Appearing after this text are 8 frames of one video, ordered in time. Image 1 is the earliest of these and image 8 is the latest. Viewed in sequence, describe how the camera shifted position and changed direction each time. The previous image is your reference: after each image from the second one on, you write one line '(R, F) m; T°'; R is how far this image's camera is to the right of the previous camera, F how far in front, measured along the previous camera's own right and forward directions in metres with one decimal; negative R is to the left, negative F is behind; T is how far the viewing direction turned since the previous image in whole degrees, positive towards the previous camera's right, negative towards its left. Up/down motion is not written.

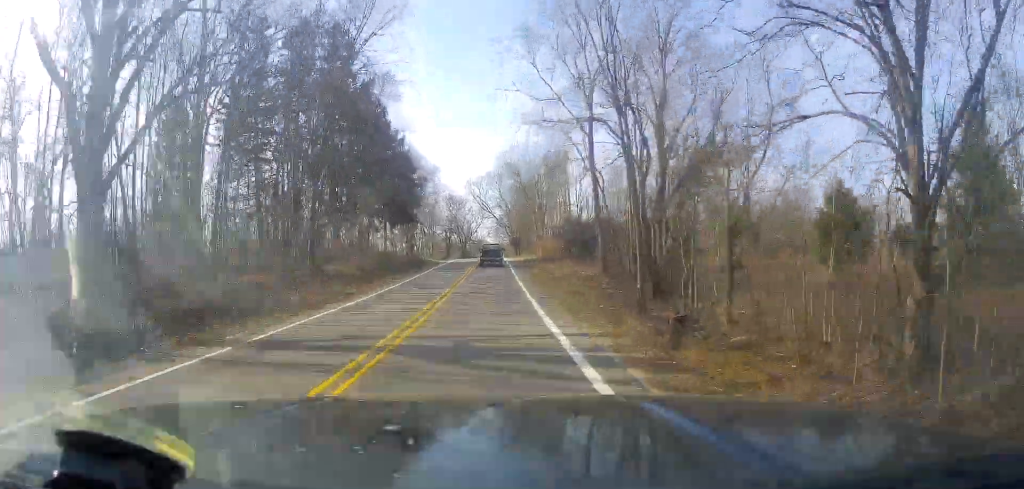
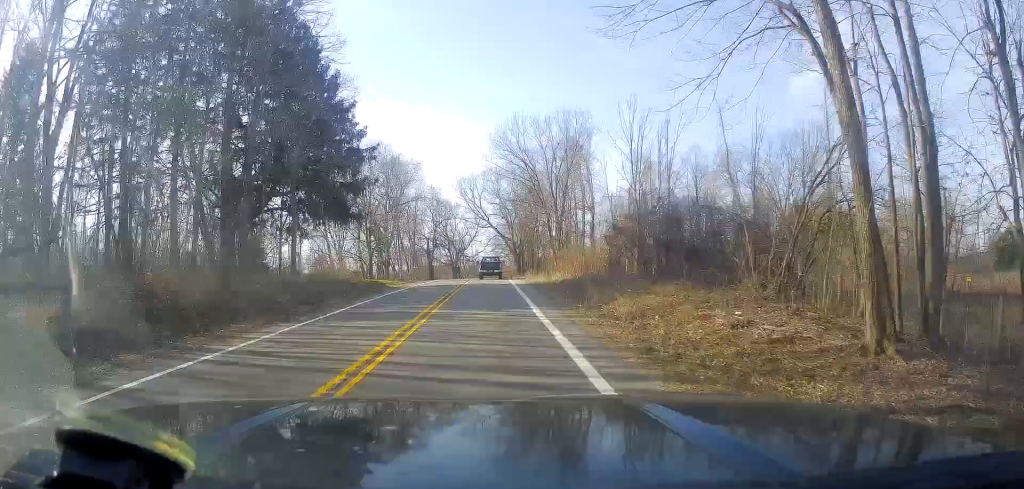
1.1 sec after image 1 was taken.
(-0.1, +28.0) m; +1°
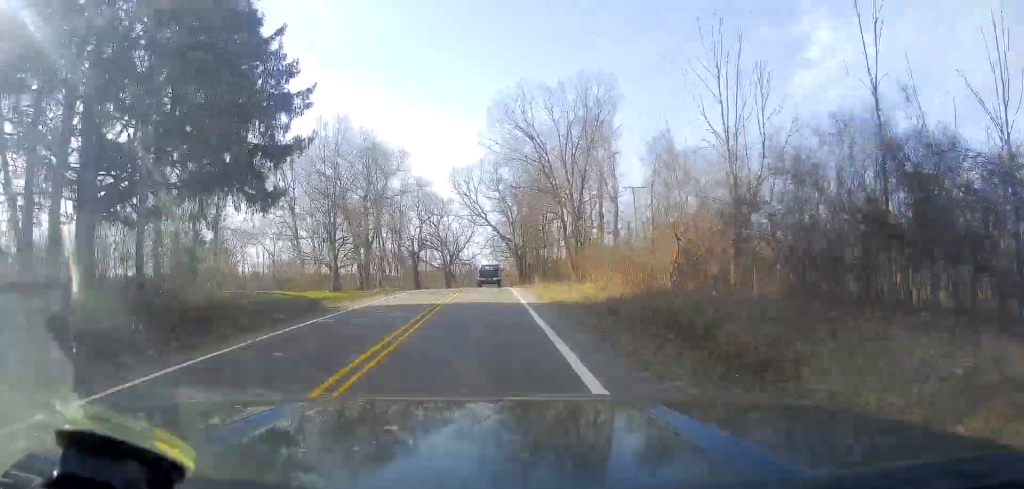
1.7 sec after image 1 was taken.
(+0.3, +15.8) m; 0°
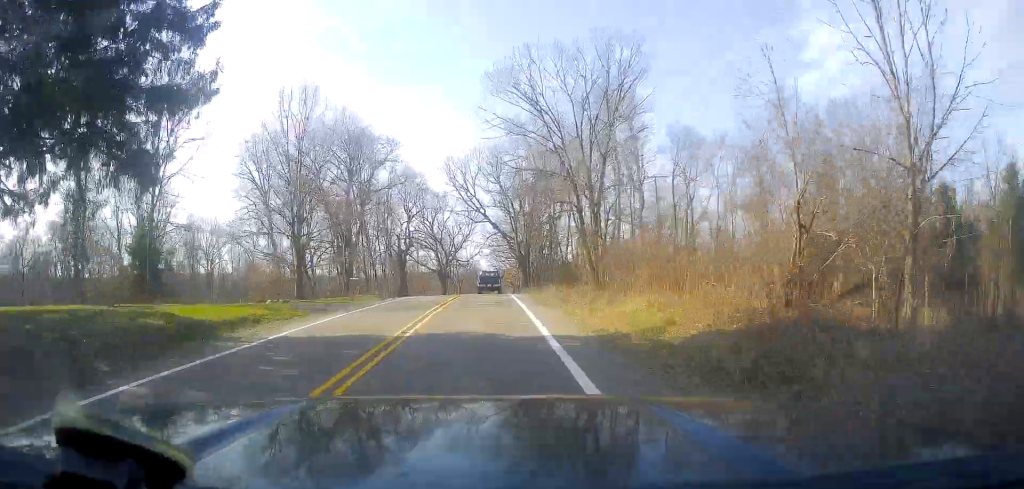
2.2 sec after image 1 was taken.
(+0.1, +10.8) m; 0°
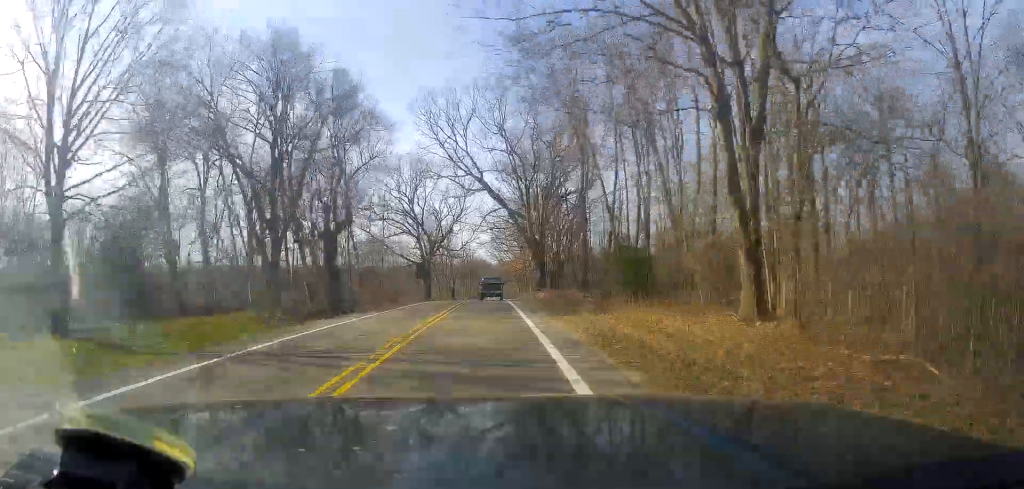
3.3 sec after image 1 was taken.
(-0.4, +28.7) m; -1°
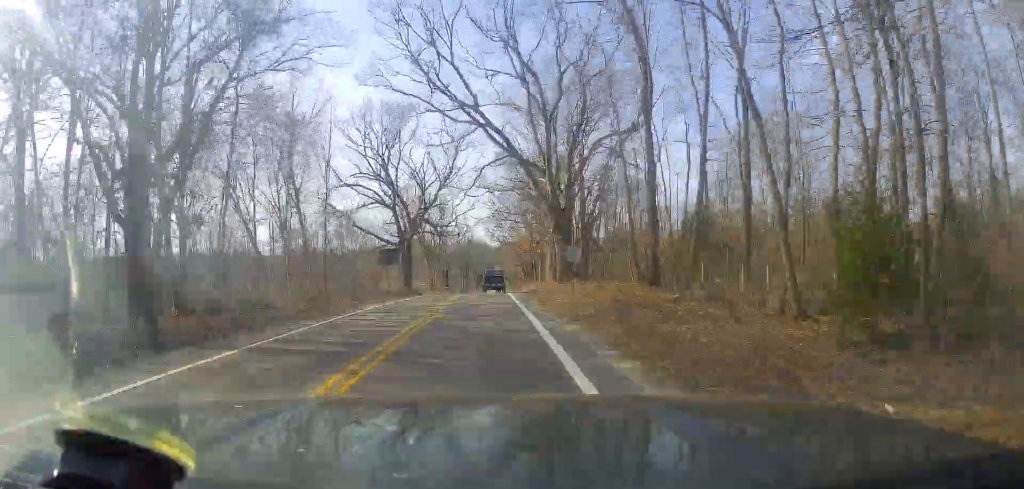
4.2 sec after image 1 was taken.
(0.0, +20.9) m; +1°
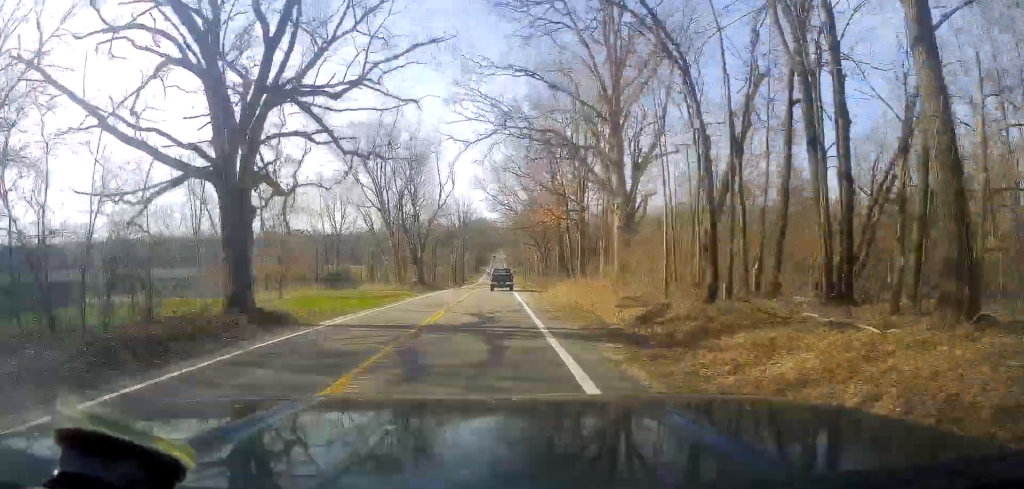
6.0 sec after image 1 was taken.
(+1.2, +41.9) m; +1°
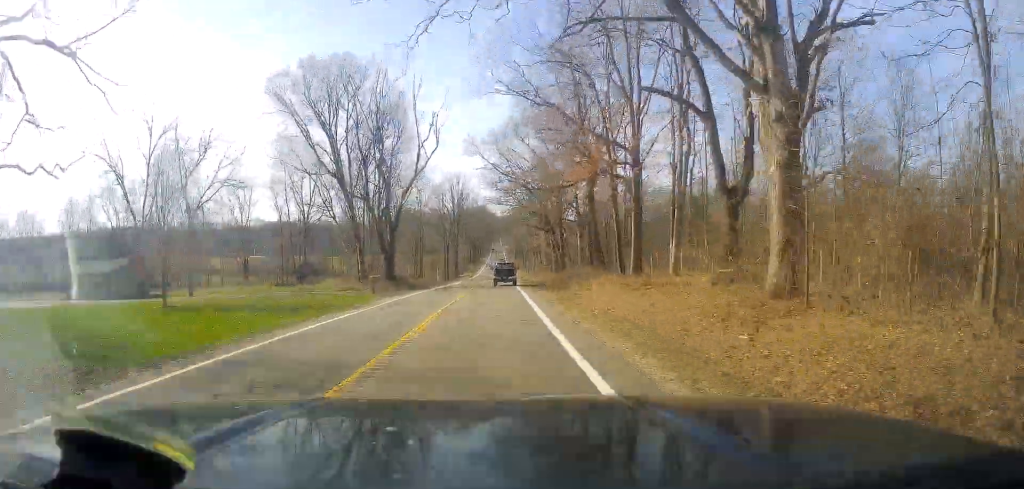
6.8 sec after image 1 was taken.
(-0.5, +19.8) m; 0°
